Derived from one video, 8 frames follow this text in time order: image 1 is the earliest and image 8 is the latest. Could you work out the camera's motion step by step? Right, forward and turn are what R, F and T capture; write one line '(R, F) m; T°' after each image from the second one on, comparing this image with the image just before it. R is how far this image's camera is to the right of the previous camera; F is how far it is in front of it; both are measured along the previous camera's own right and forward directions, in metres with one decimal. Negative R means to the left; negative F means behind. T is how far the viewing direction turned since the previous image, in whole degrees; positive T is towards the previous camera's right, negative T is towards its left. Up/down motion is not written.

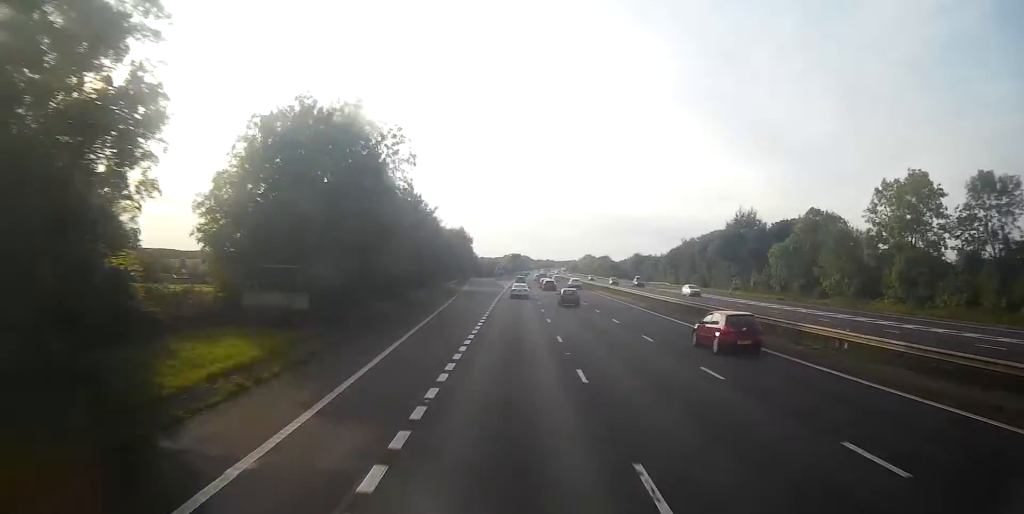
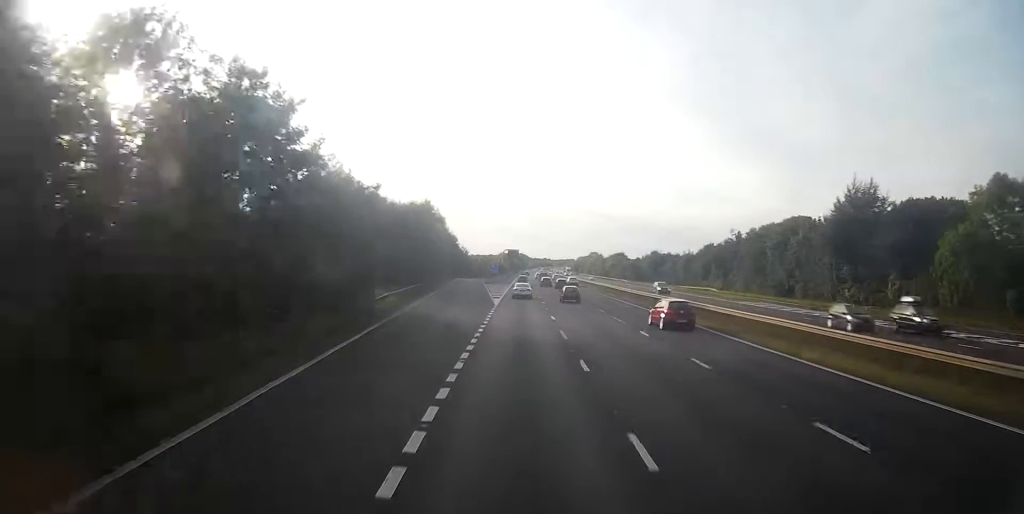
(-0.5, +41.9) m; 0°
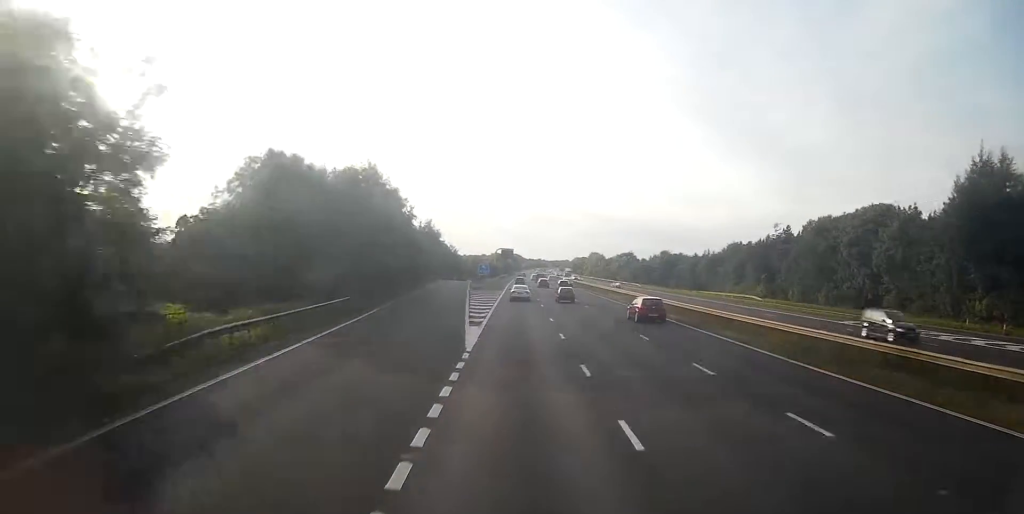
(+0.4, +25.5) m; +2°
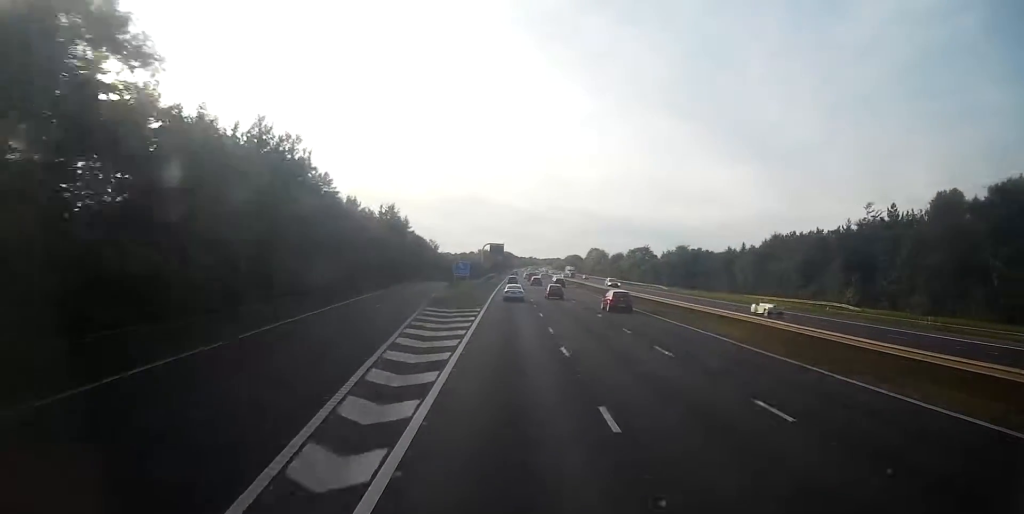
(+0.4, +32.9) m; 0°
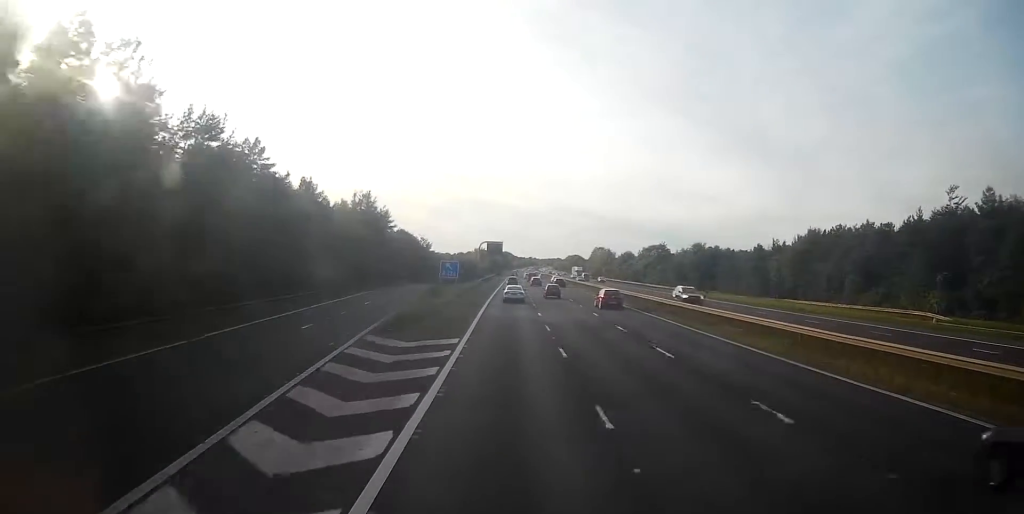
(-0.2, +17.4) m; 0°
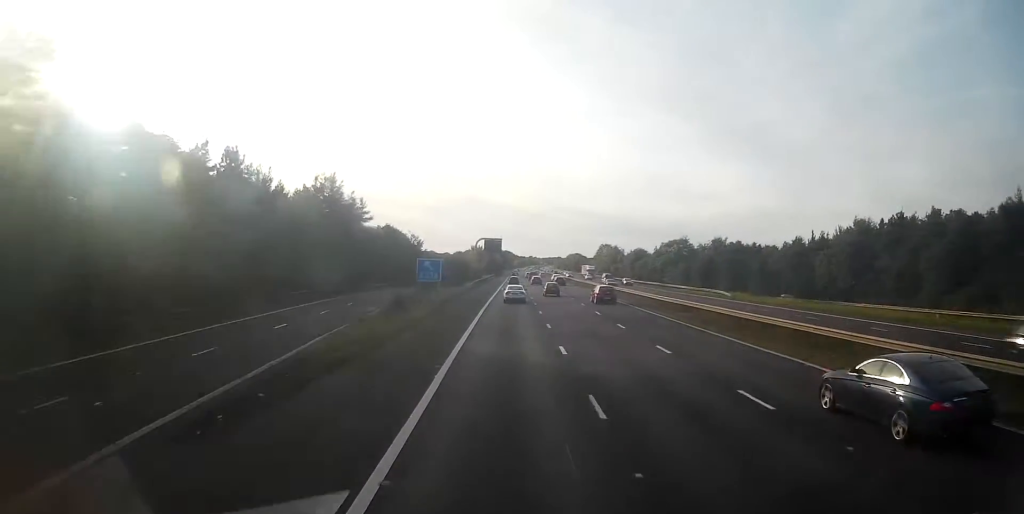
(0.0, +17.4) m; 0°
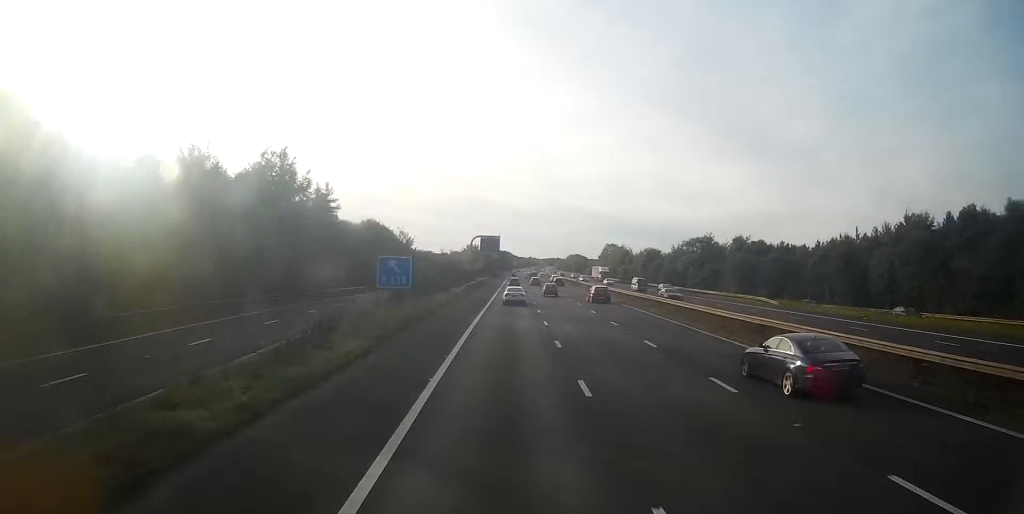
(+0.2, +15.5) m; 0°
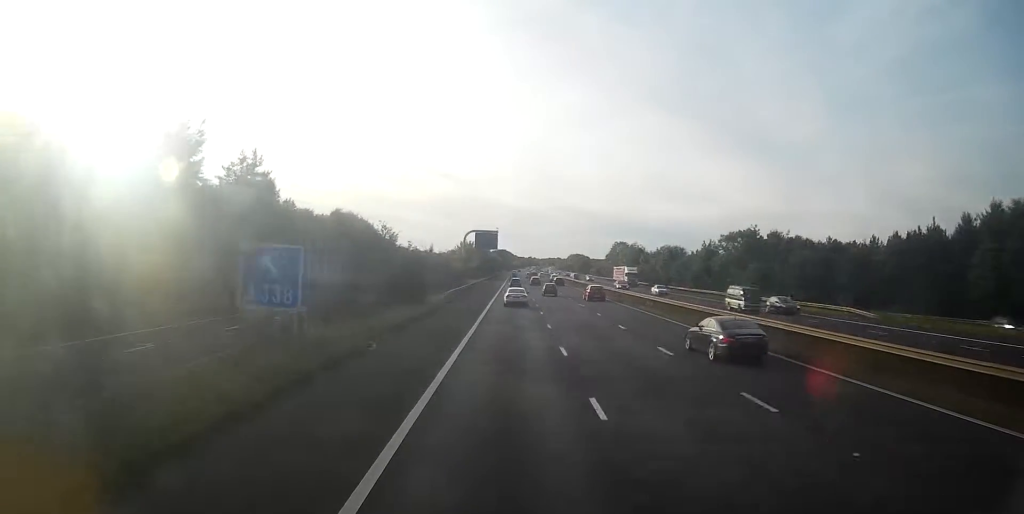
(0.0, +20.1) m; 0°
